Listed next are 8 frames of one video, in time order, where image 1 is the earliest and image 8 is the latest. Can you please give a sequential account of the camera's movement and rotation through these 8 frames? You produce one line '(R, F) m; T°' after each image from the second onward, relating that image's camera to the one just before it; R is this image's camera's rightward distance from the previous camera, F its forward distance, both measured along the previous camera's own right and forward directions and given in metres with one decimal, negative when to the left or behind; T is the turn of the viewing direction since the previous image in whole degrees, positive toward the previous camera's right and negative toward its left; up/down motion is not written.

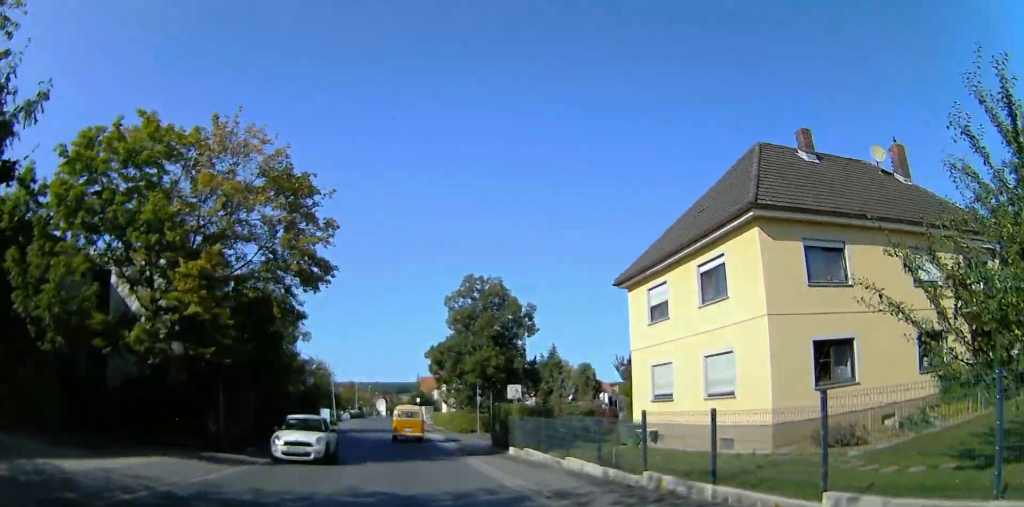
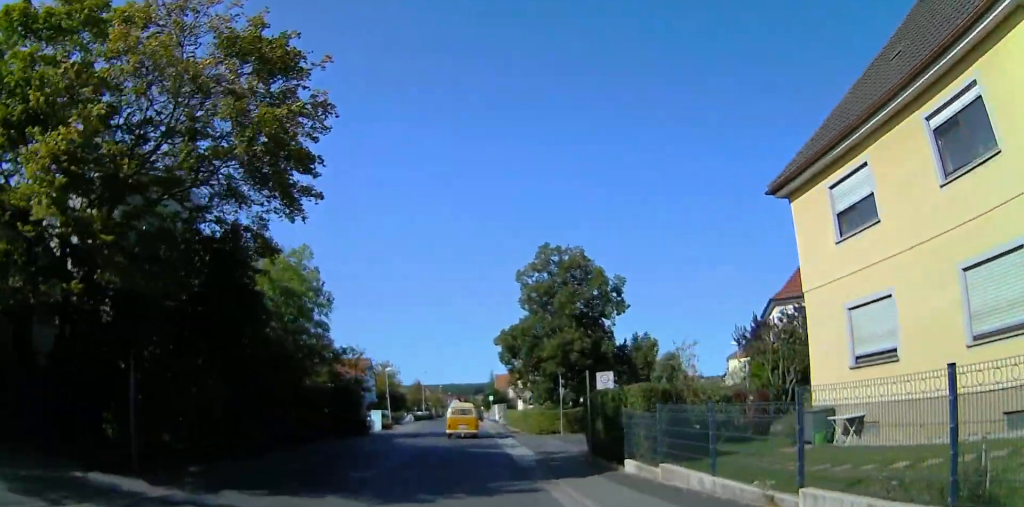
(+0.8, +9.6) m; +5°
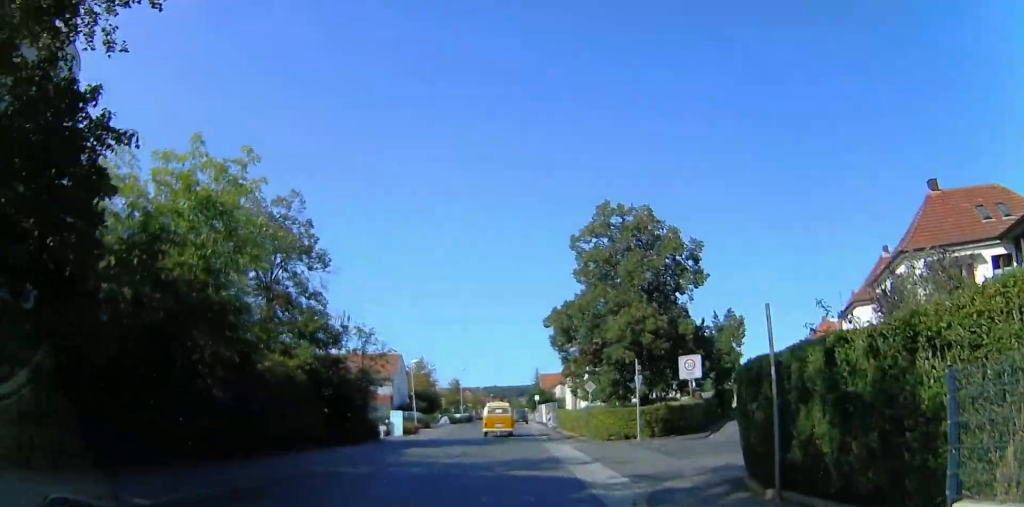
(+0.1, +9.4) m; 0°
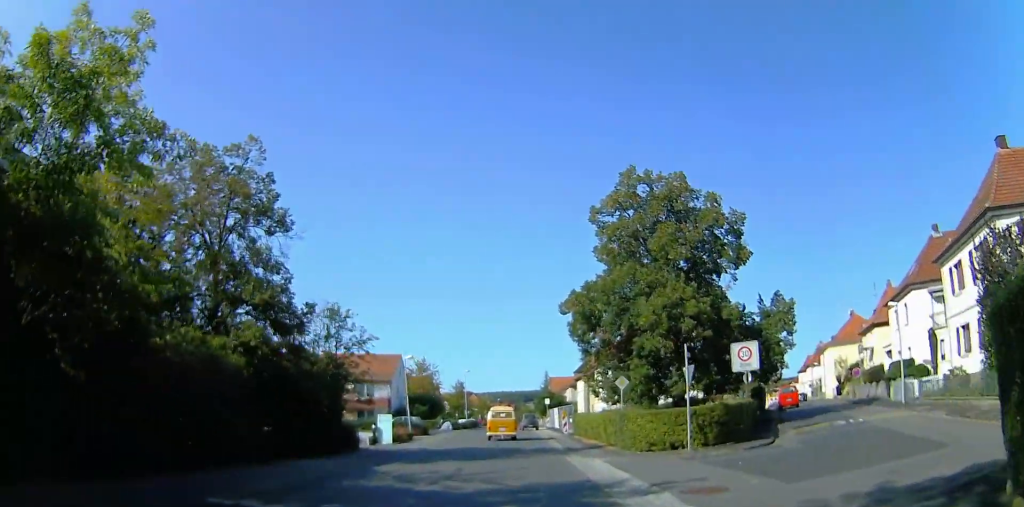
(0.0, +5.9) m; -5°
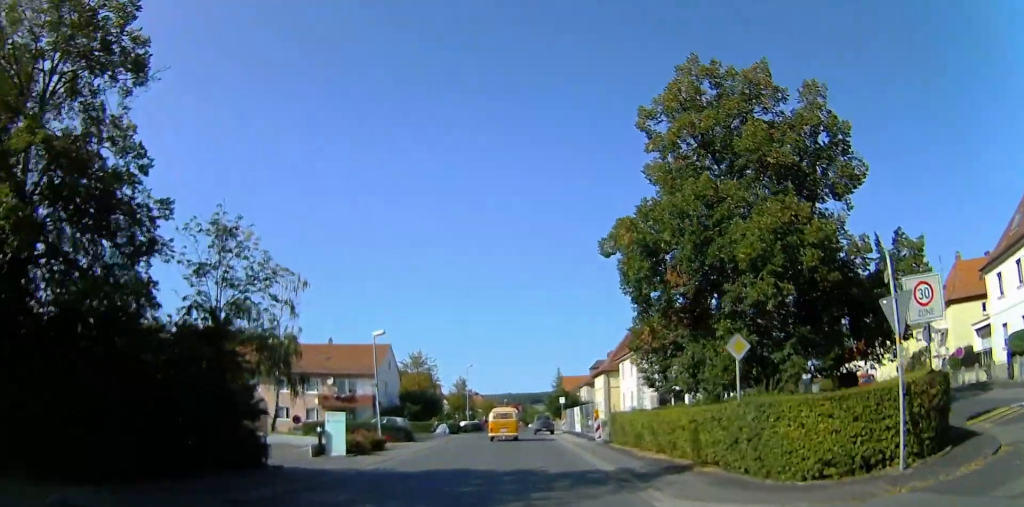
(-0.9, +10.3) m; -7°
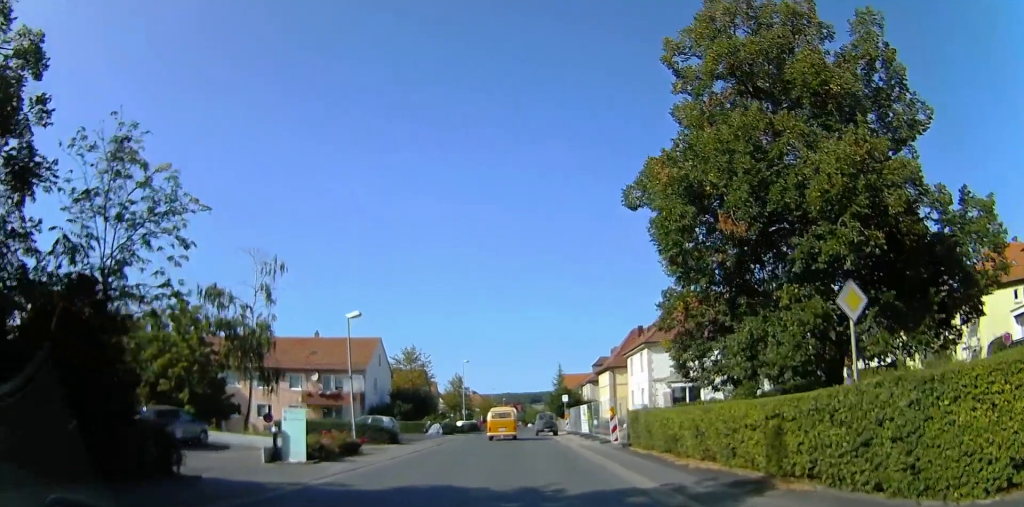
(-0.5, +4.2) m; -2°
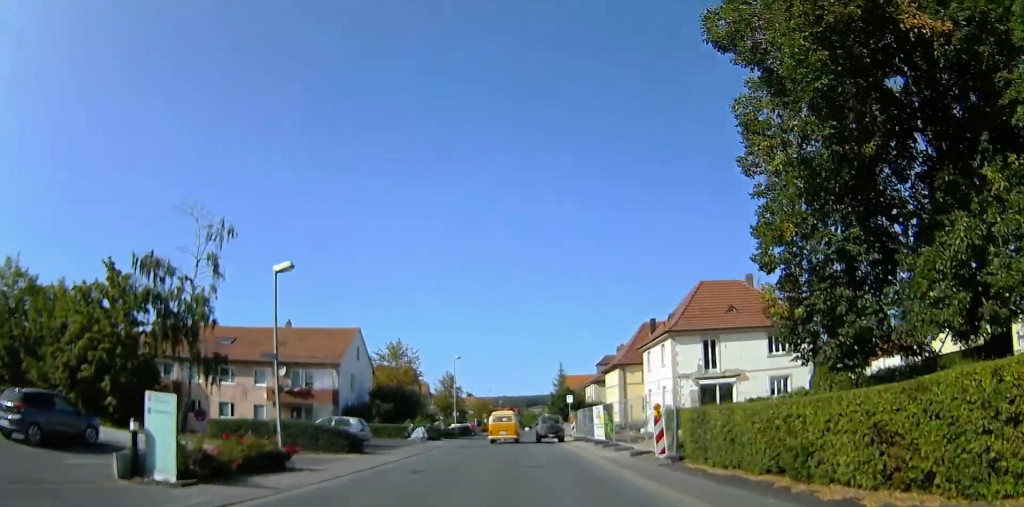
(+0.6, +7.4) m; +7°
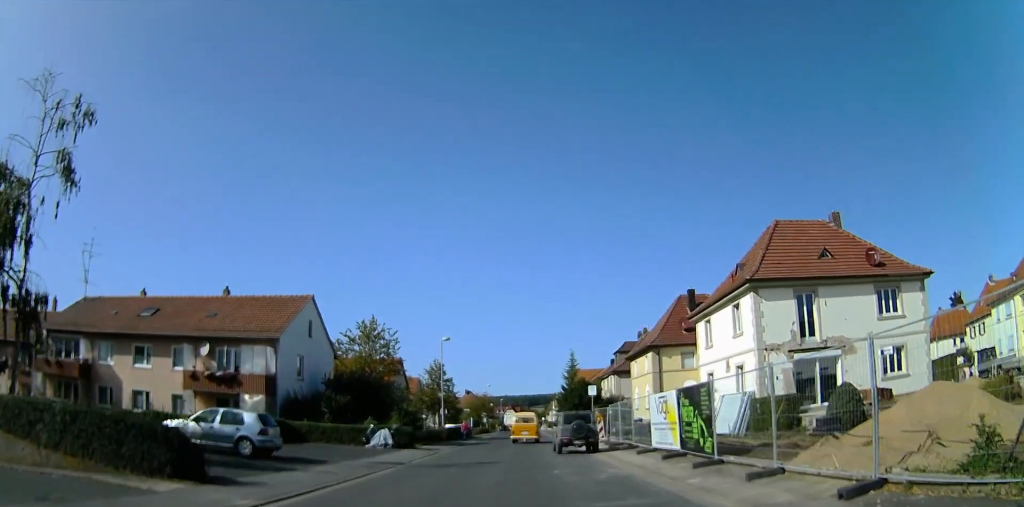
(+1.2, +13.5) m; +2°
